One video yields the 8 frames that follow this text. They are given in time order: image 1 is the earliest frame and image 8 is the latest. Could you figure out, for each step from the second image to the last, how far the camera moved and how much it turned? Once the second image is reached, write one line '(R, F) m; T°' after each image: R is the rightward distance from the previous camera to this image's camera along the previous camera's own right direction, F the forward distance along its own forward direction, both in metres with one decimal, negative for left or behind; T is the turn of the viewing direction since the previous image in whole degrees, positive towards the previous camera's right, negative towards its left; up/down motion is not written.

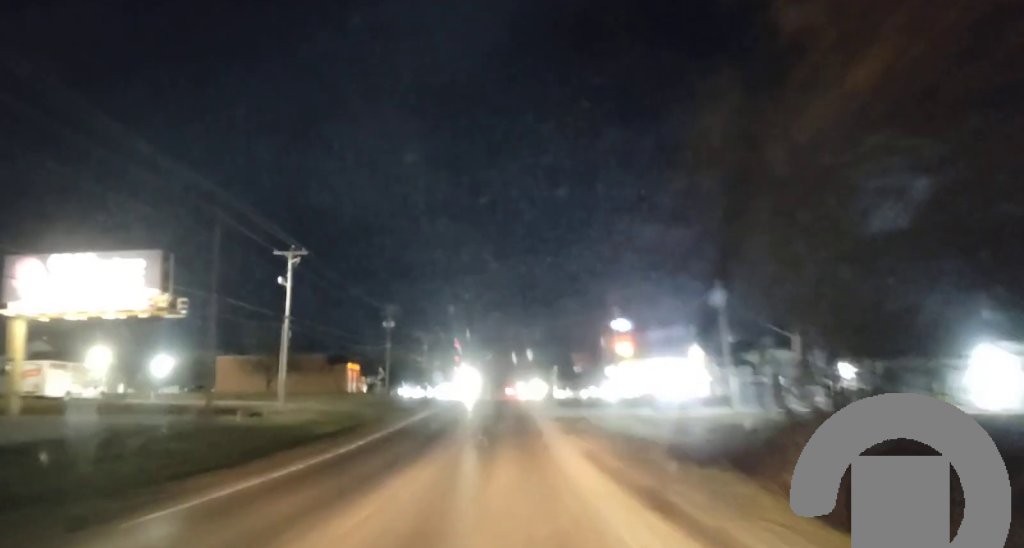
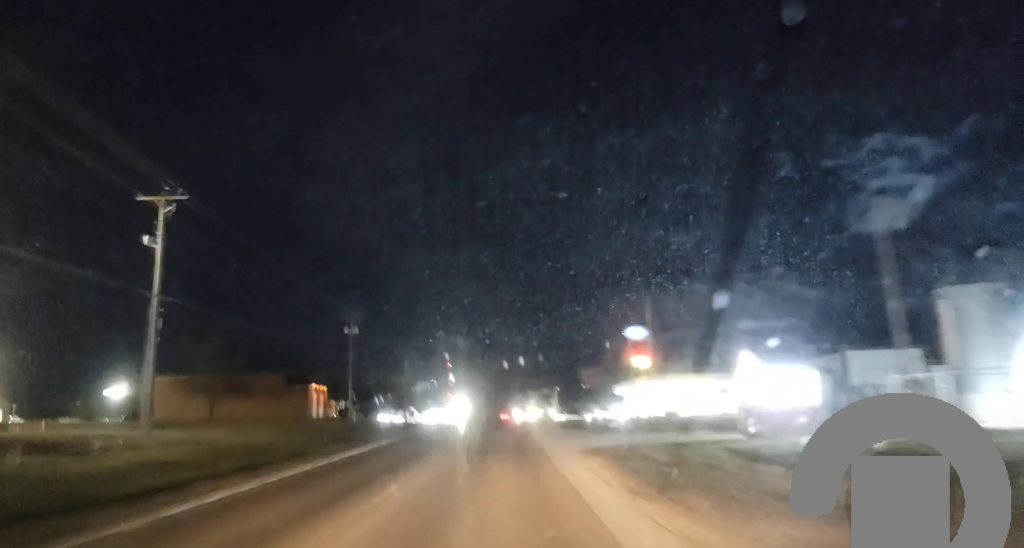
(-0.1, +20.7) m; 0°
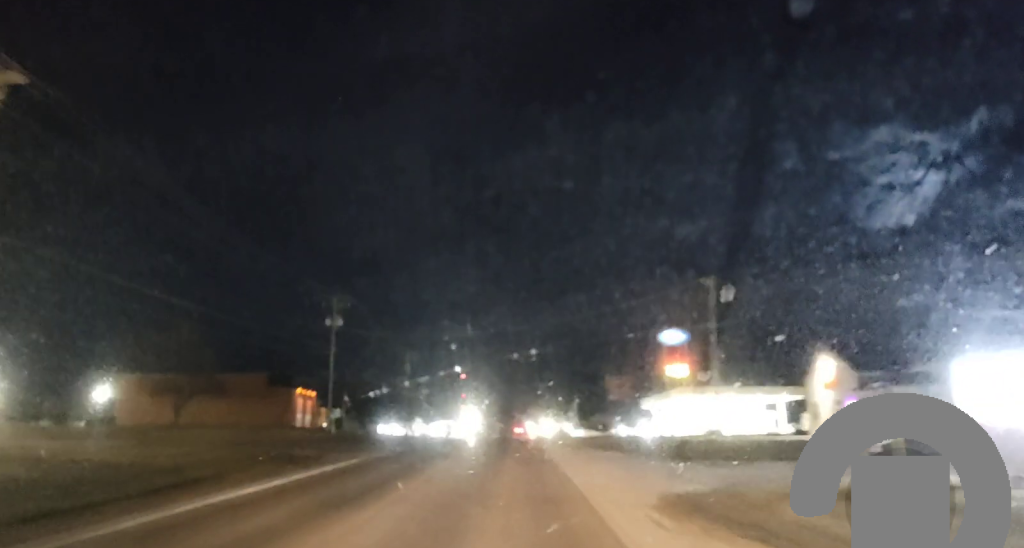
(+0.1, +14.3) m; +1°
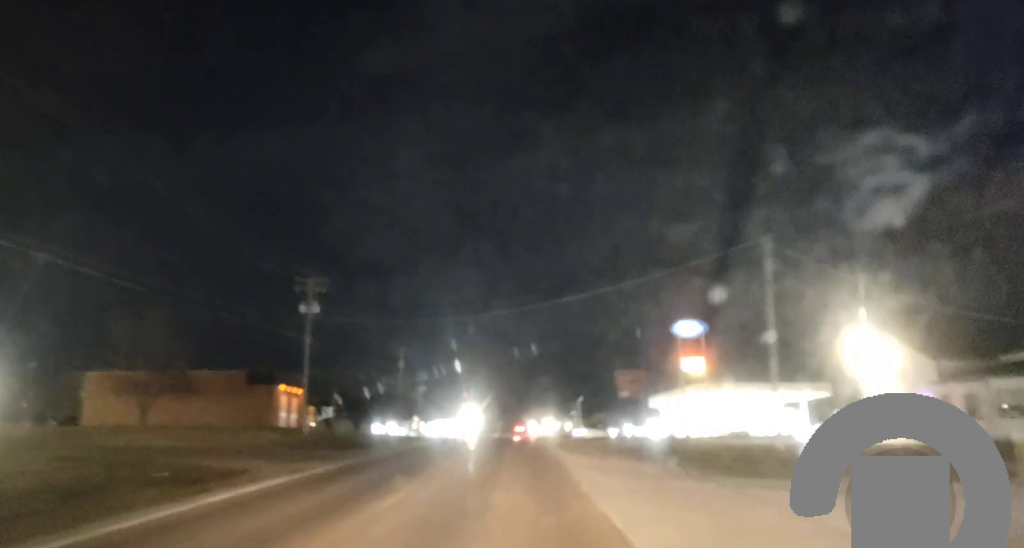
(+0.1, +10.7) m; +1°
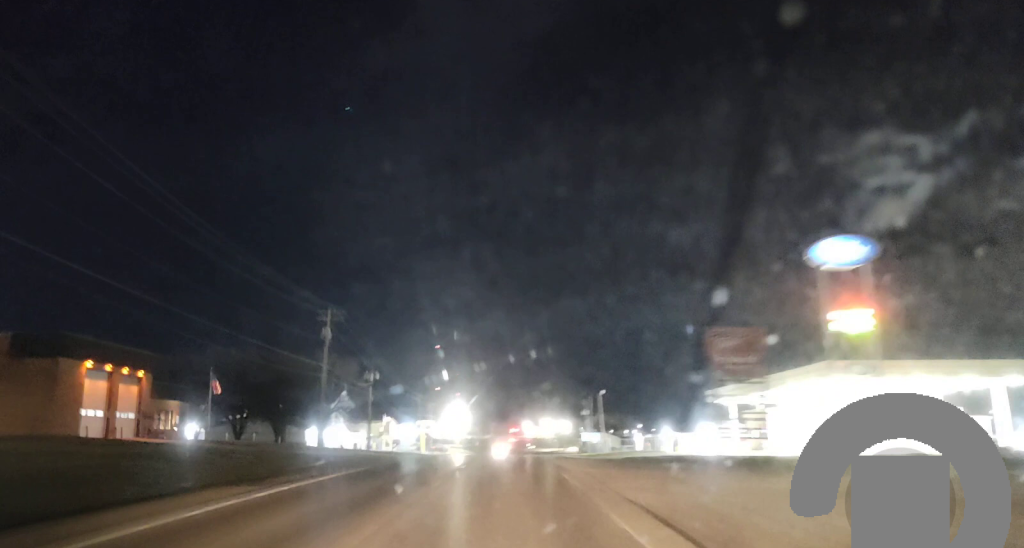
(-0.5, +42.6) m; -3°
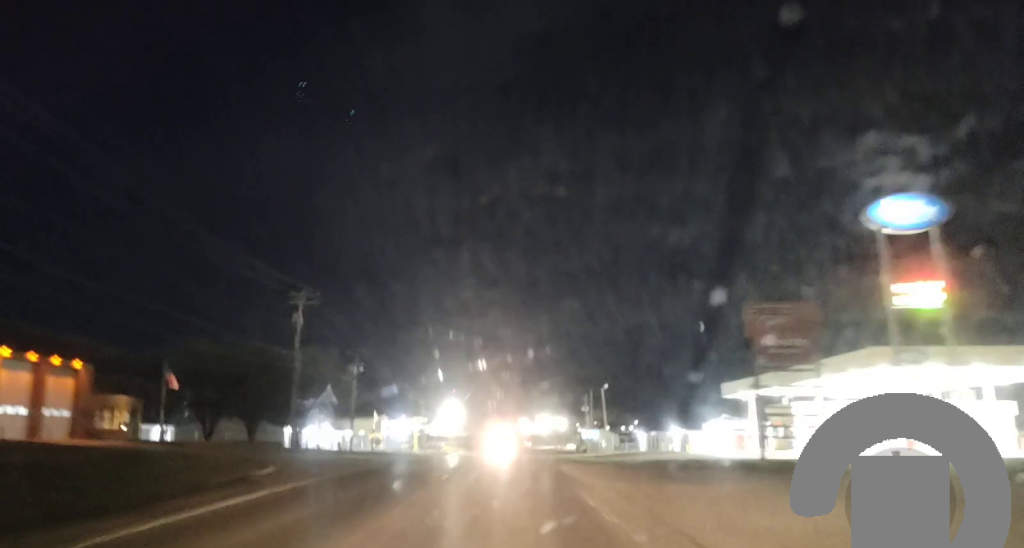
(-0.2, +8.4) m; +1°
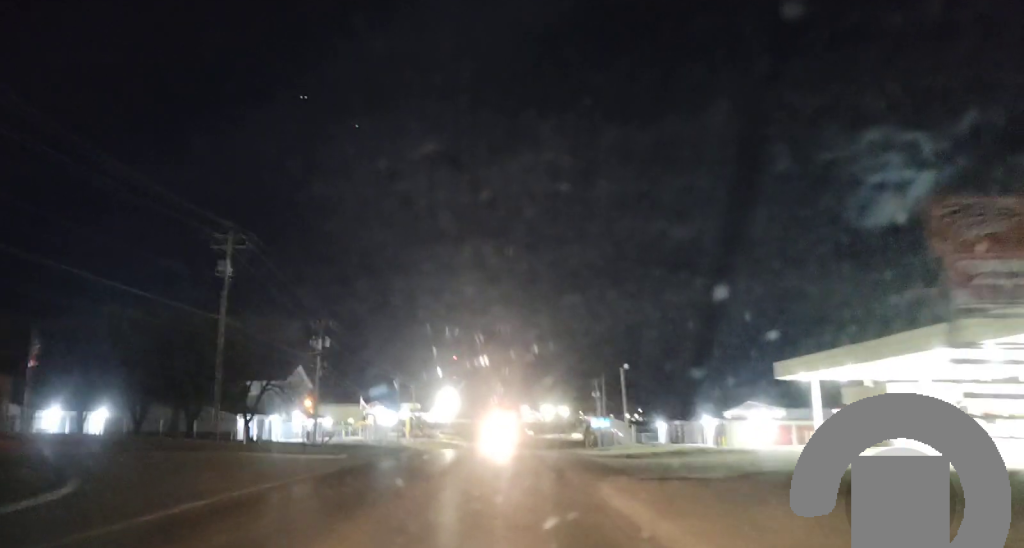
(+0.3, +15.1) m; +2°
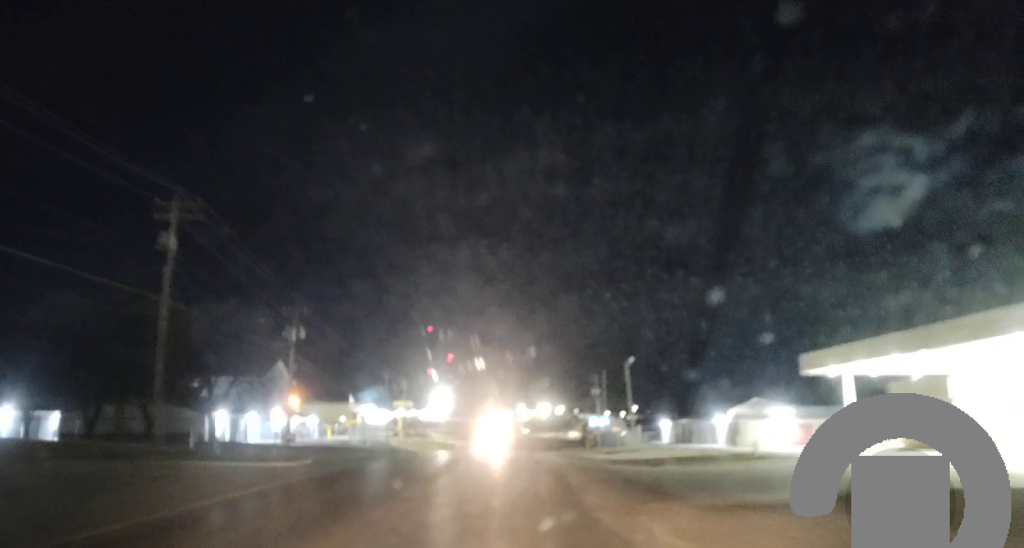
(+0.1, +7.6) m; +1°
